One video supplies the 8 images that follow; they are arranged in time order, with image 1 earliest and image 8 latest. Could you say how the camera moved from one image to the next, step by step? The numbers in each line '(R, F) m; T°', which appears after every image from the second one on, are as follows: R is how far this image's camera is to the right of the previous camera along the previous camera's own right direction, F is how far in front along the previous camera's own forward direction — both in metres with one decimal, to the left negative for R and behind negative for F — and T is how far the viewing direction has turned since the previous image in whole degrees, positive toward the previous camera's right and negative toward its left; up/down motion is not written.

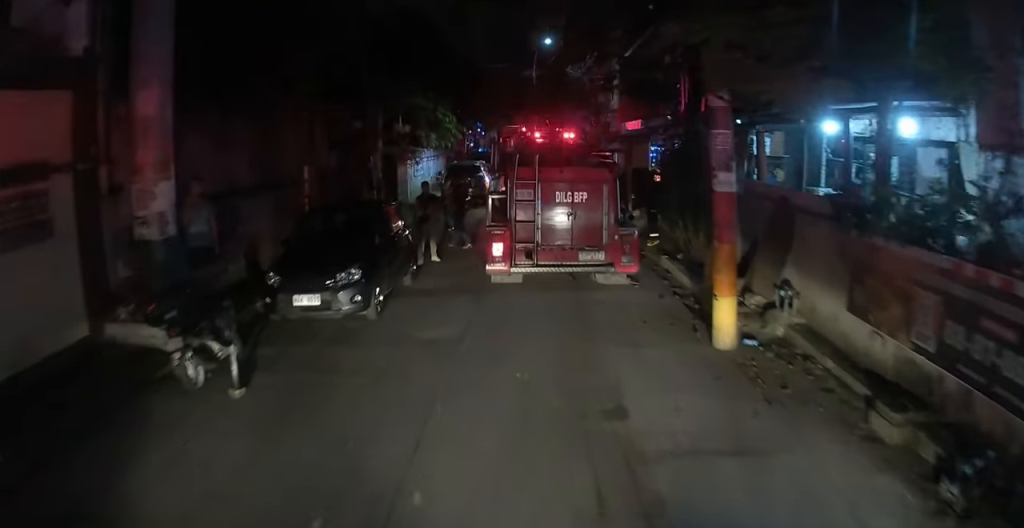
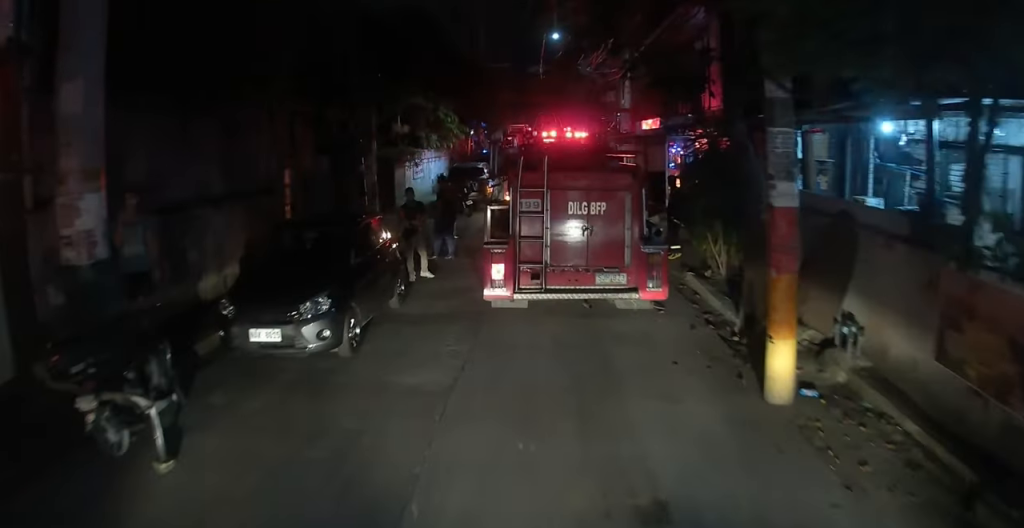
(-0.1, +2.4) m; -2°
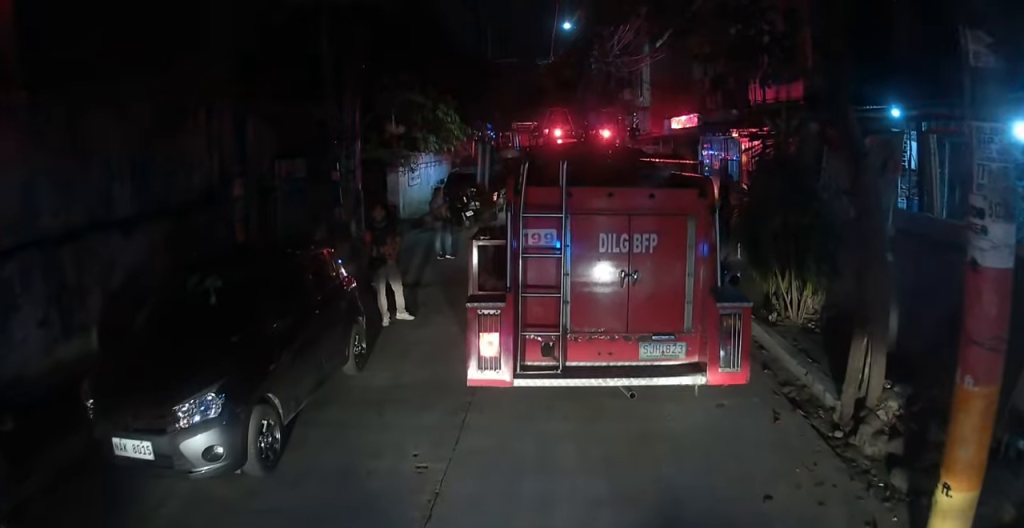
(-0.1, +5.6) m; -1°
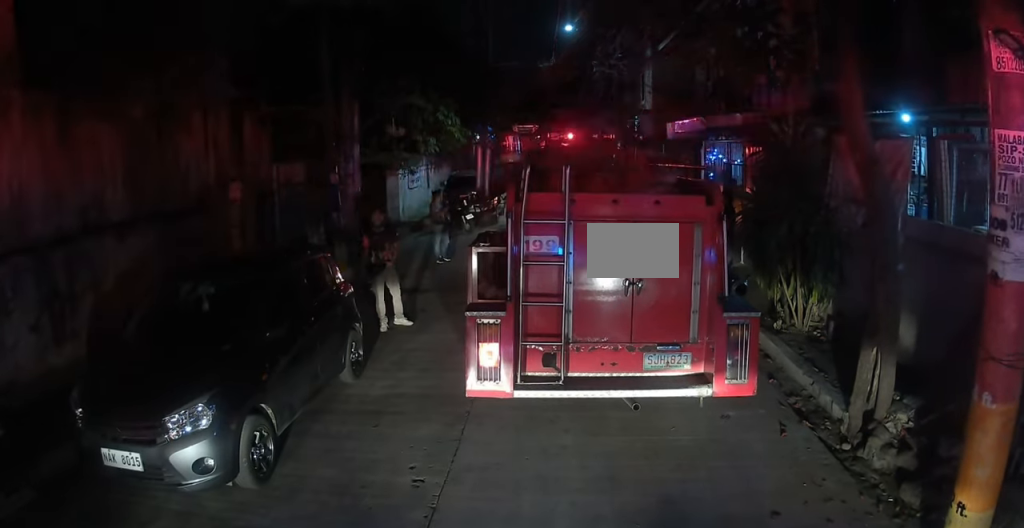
(0.0, +1.3) m; -1°
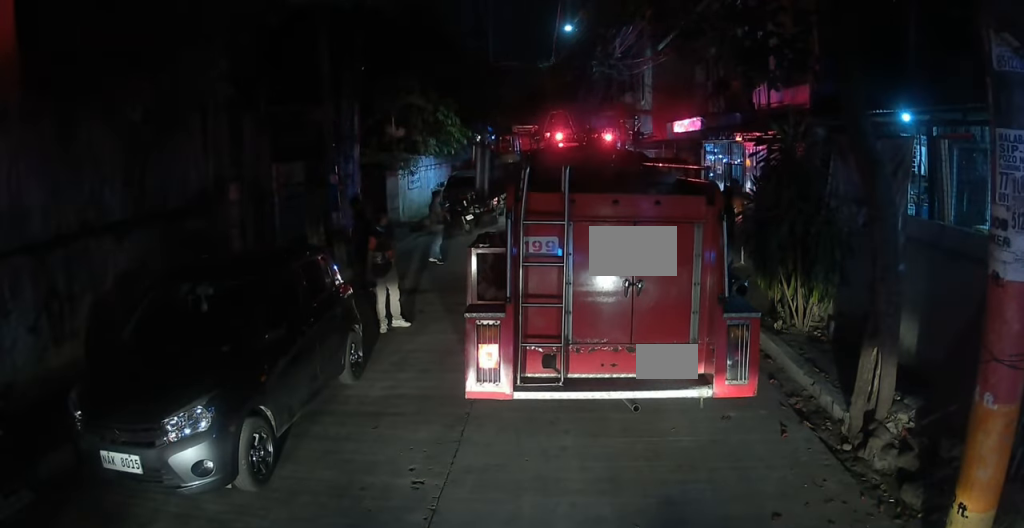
(0.0, +0.5) m; 0°
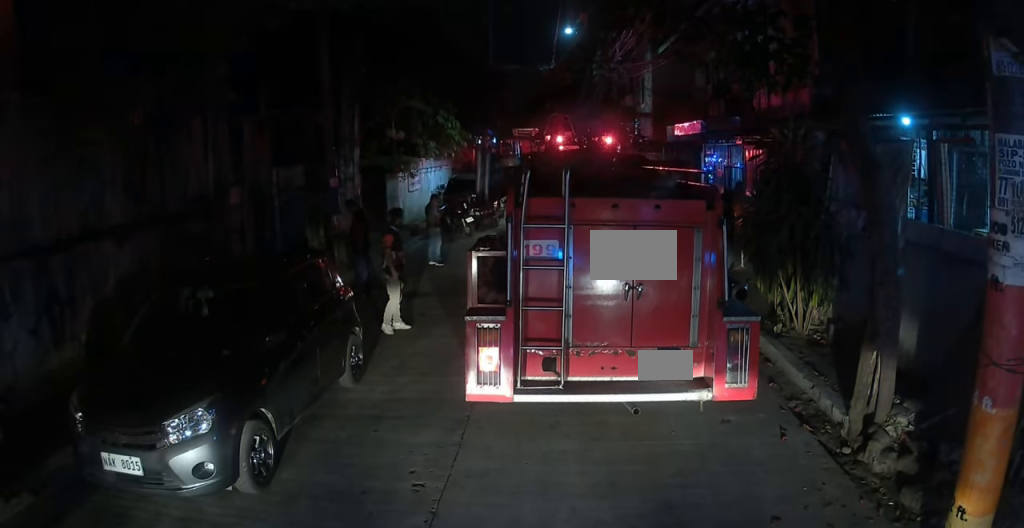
(0.0, +0.7) m; 0°
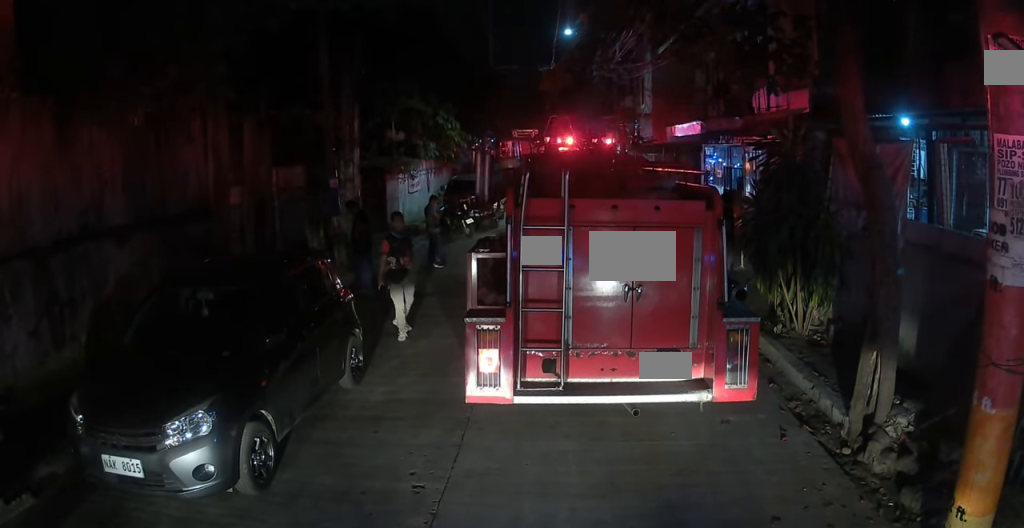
(-0.3, -0.2) m; 0°
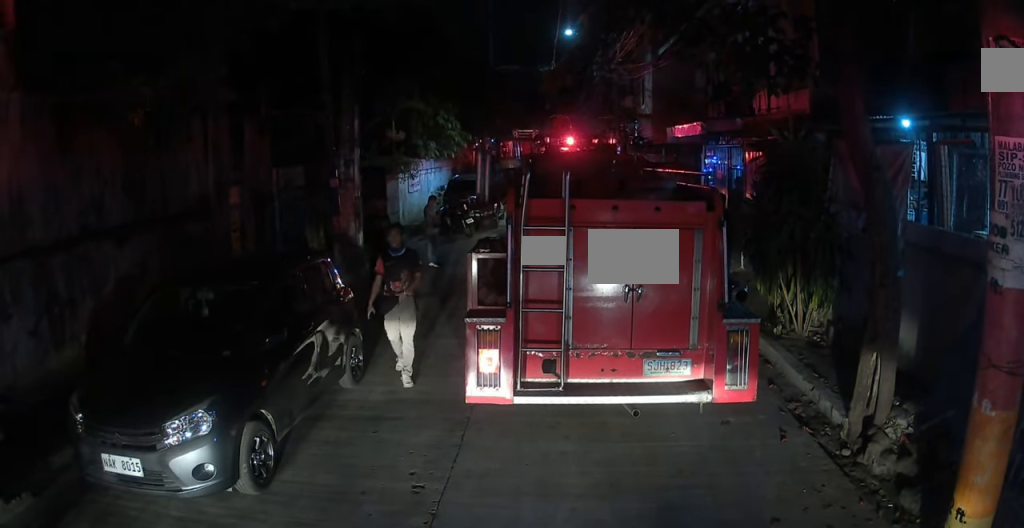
(0.0, 0.0) m; 0°
